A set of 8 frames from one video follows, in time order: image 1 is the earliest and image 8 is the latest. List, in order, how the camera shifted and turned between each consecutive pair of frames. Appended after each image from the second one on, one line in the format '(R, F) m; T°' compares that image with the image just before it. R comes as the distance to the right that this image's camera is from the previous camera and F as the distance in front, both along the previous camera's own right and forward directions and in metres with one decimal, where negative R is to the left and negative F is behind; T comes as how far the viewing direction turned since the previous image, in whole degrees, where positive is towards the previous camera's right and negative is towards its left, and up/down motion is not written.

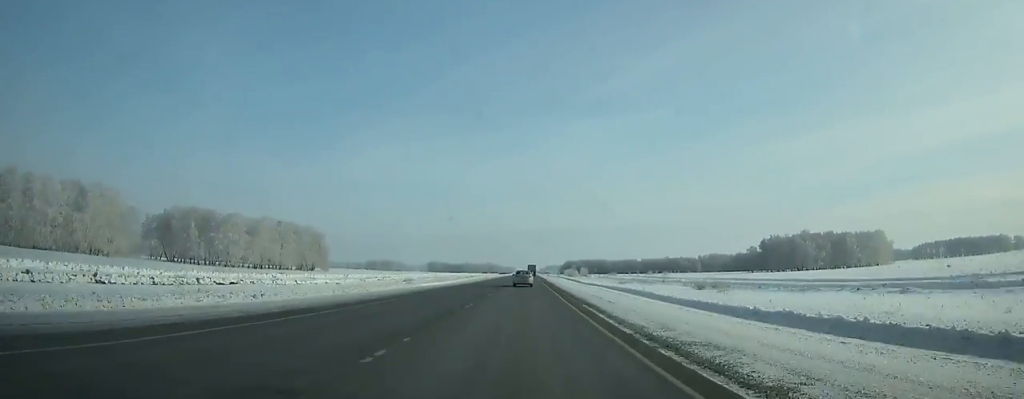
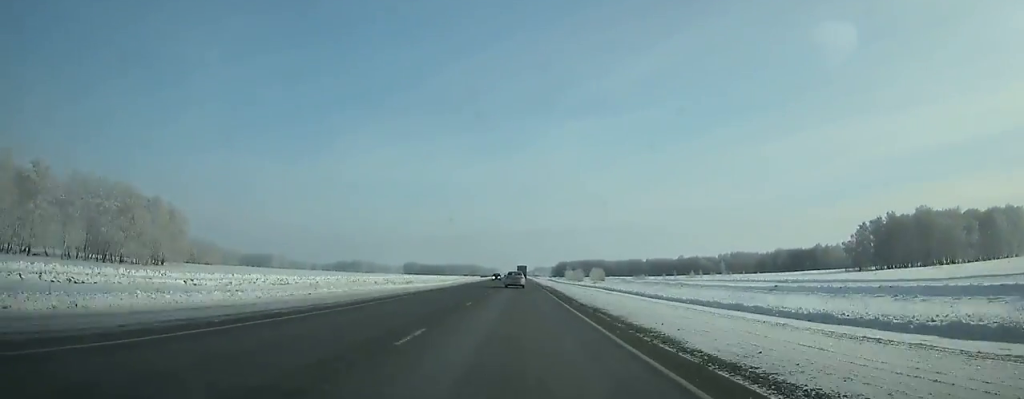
(+0.7, +117.7) m; 0°
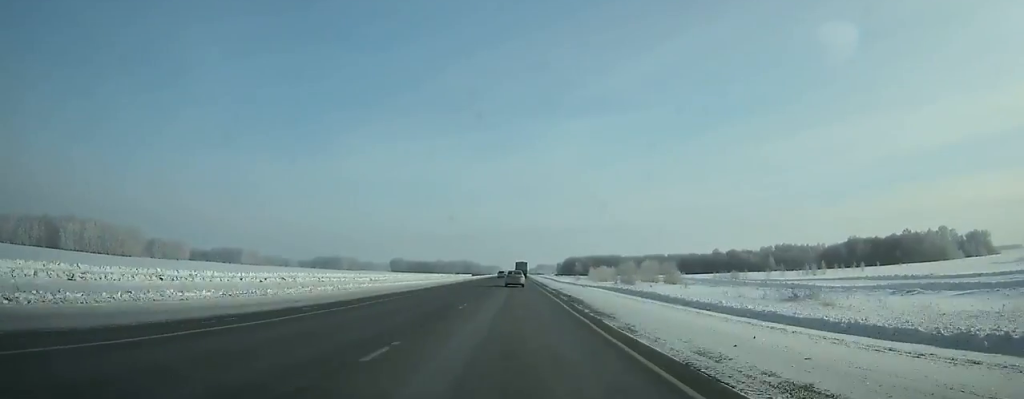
(0.0, +110.4) m; 0°
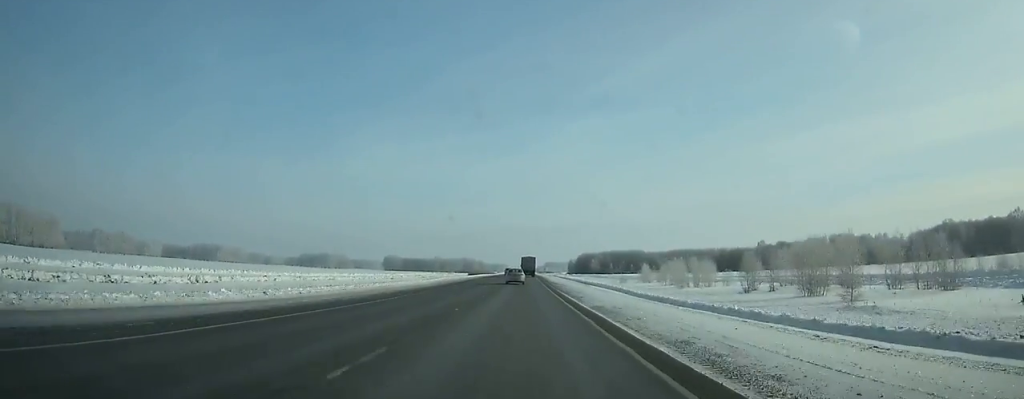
(-0.2, +86.8) m; 0°
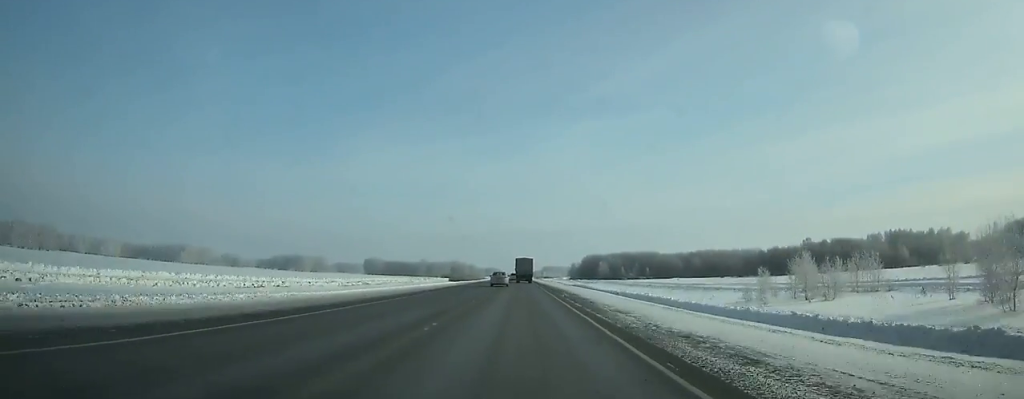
(0.0, +78.6) m; 0°
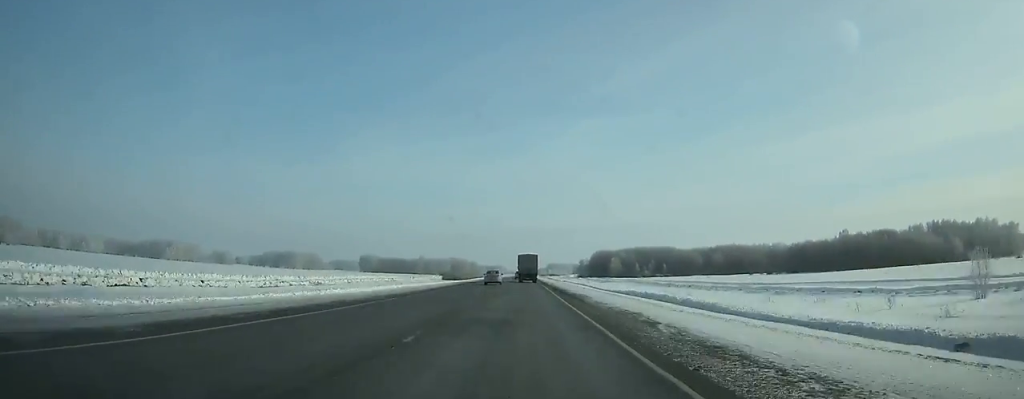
(-0.2, +38.7) m; 0°
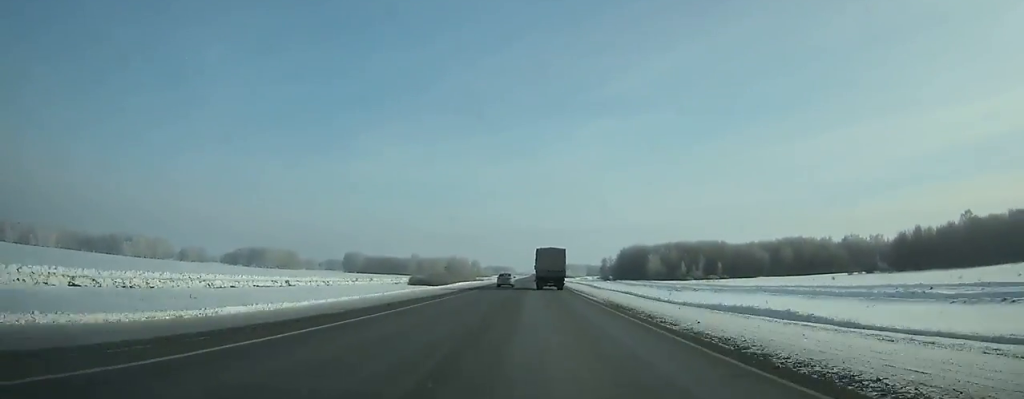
(+0.2, +87.9) m; 0°
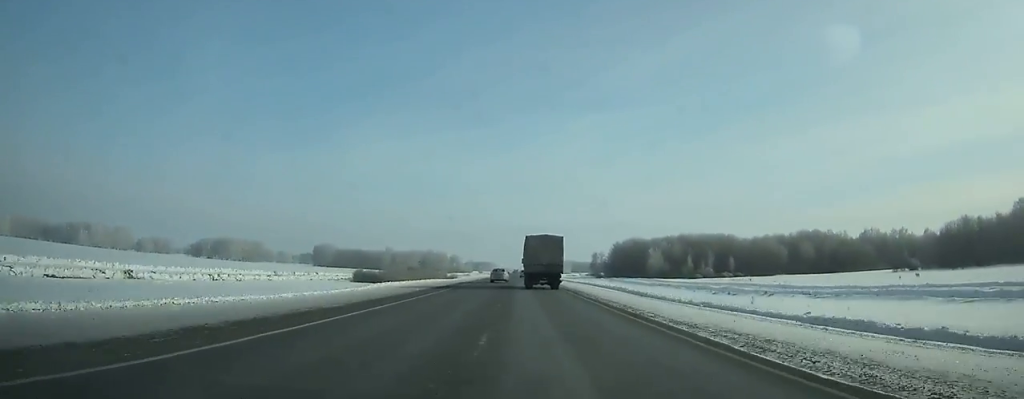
(+0.1, +35.9) m; 0°
